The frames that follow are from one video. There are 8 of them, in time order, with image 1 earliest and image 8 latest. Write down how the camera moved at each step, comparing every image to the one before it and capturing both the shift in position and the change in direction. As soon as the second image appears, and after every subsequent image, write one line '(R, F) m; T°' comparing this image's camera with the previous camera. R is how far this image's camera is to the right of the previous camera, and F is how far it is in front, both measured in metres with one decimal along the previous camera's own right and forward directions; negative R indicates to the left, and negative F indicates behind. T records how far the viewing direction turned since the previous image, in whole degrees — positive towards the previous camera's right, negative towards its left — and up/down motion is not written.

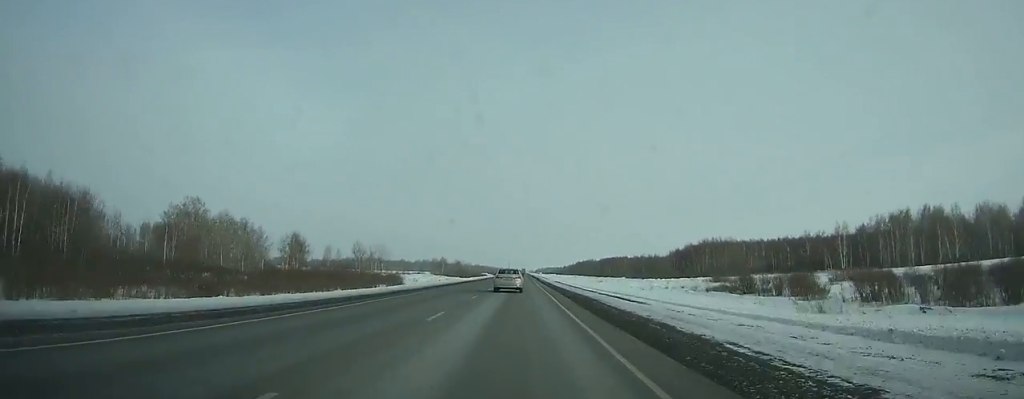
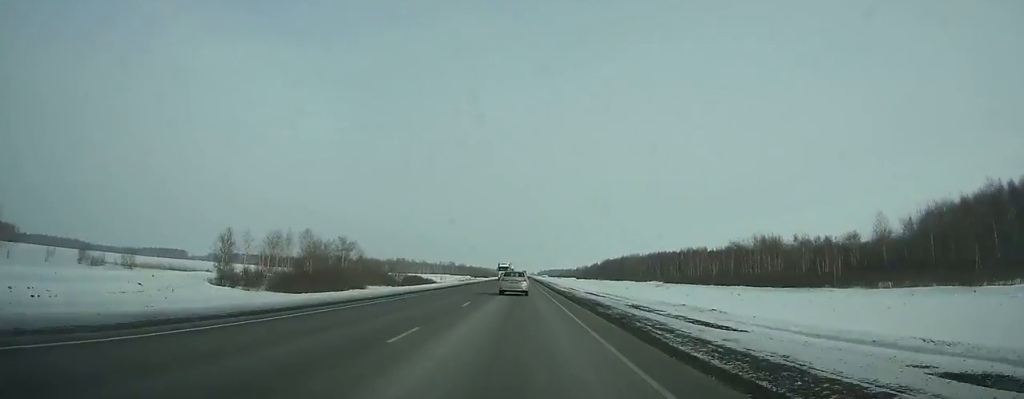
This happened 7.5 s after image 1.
(+0.4, +208.4) m; 0°
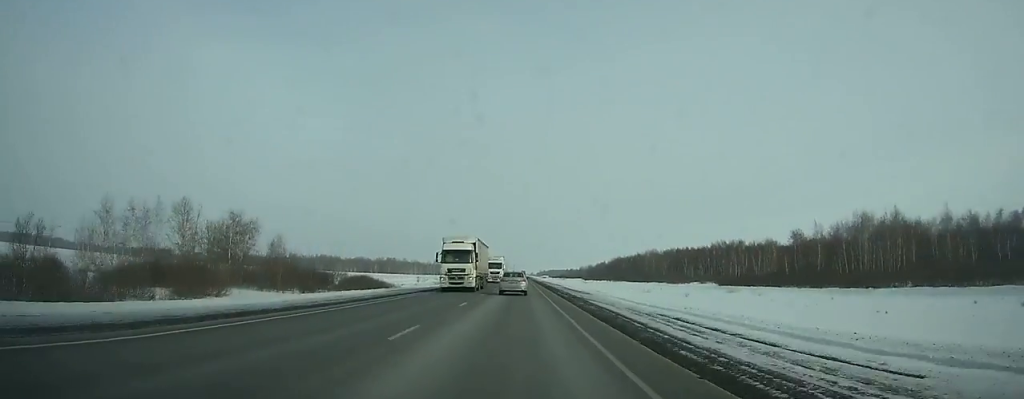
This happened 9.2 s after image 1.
(0.0, +46.8) m; 0°
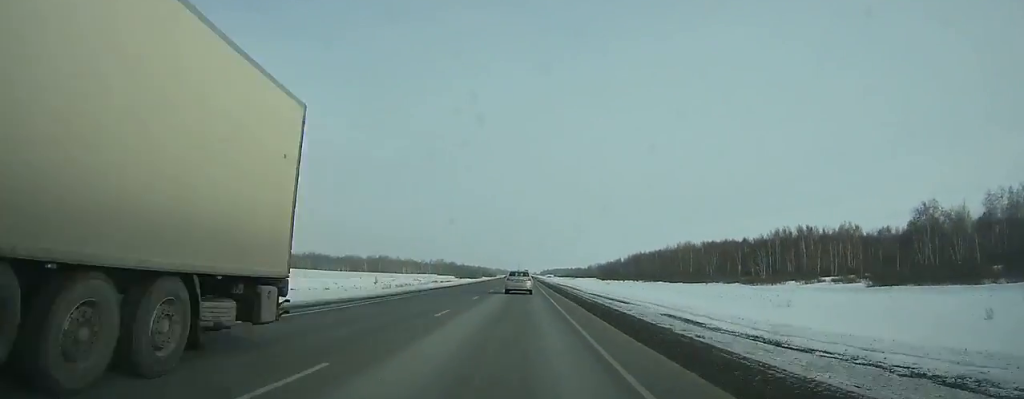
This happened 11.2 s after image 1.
(0.0, +55.1) m; 0°
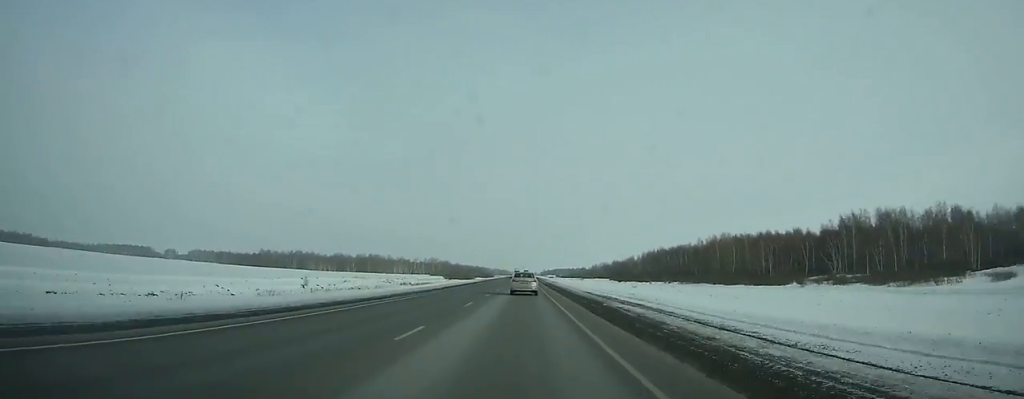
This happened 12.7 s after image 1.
(0.0, +41.3) m; 0°
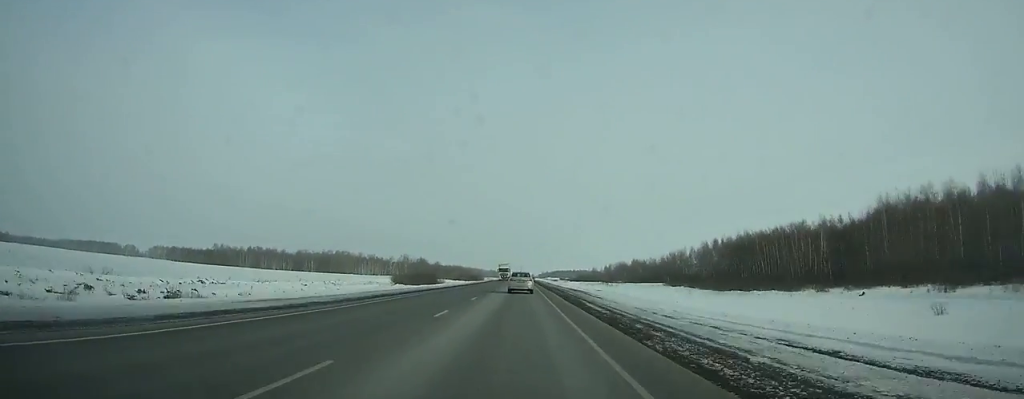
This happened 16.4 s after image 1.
(-0.1, +102.1) m; 0°
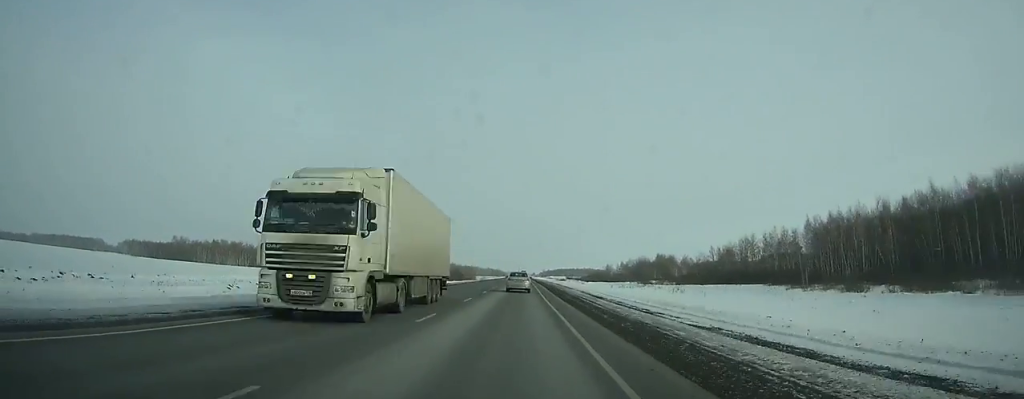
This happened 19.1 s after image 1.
(0.0, +74.8) m; 0°
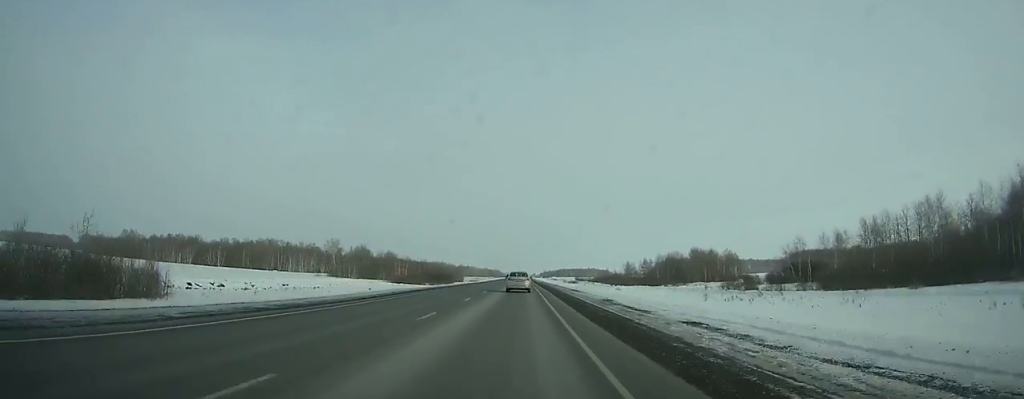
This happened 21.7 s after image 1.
(+0.1, +72.3) m; 0°
